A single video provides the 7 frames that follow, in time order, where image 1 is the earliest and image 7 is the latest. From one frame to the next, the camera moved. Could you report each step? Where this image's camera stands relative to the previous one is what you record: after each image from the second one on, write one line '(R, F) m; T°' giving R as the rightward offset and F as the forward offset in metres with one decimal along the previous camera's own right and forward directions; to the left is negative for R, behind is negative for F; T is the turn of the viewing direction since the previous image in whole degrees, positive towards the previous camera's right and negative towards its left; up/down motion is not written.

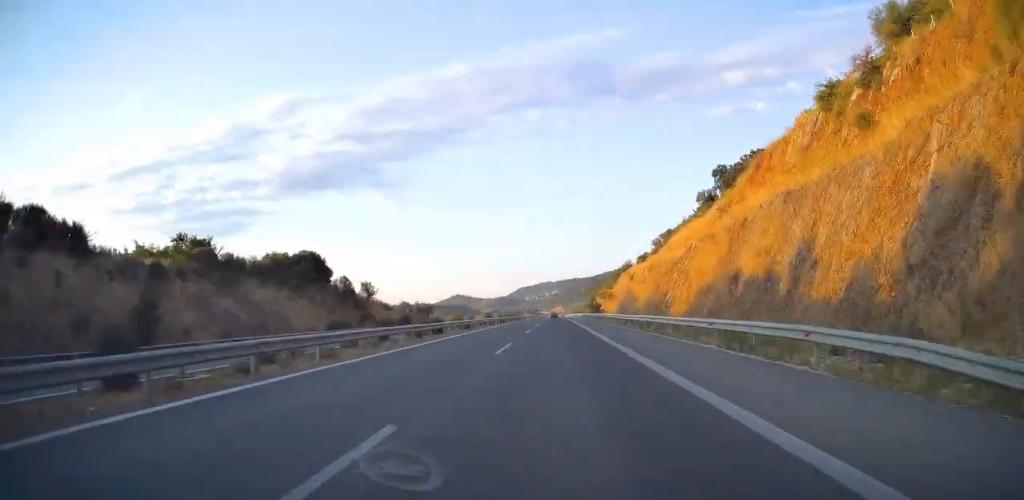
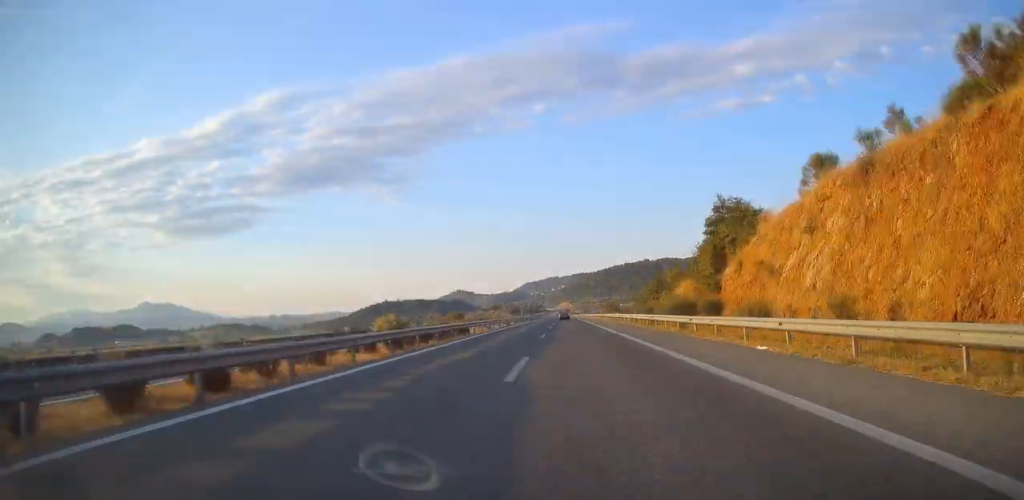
(-0.1, +151.8) m; 0°
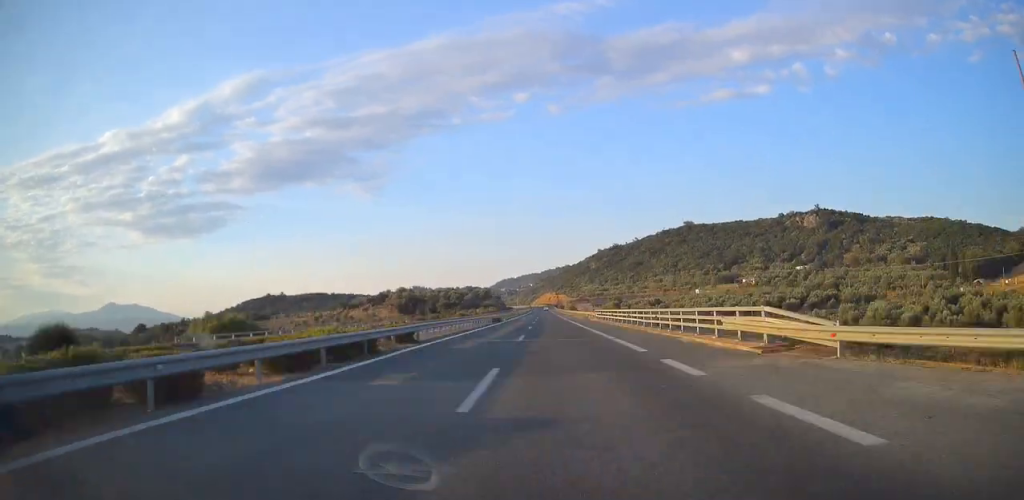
(+5.1, +559.4) m; +1°
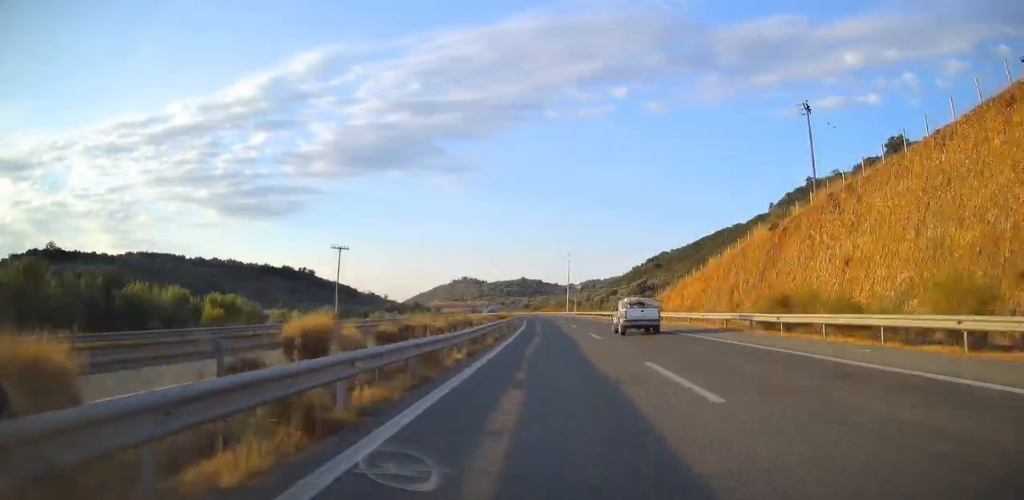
(-32.6, +584.8) m; -11°
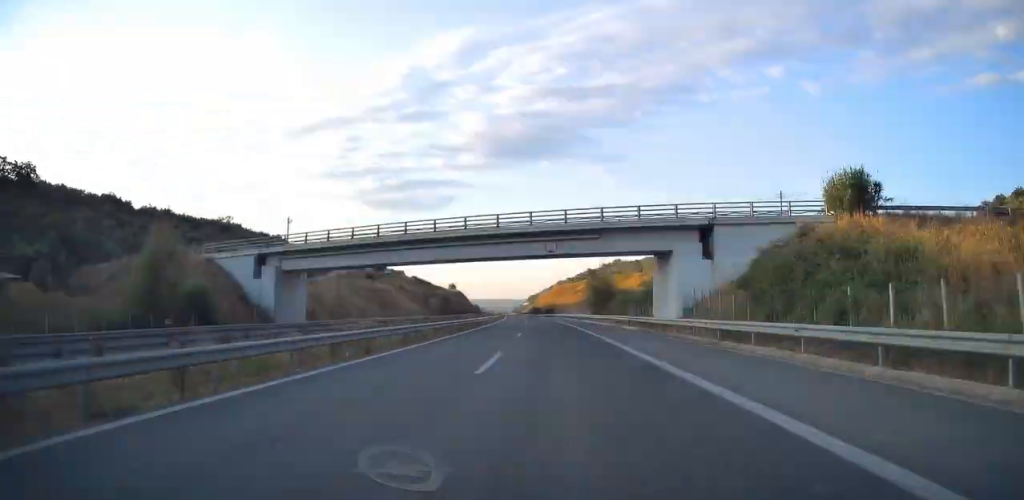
(-44.0, +386.9) m; -11°
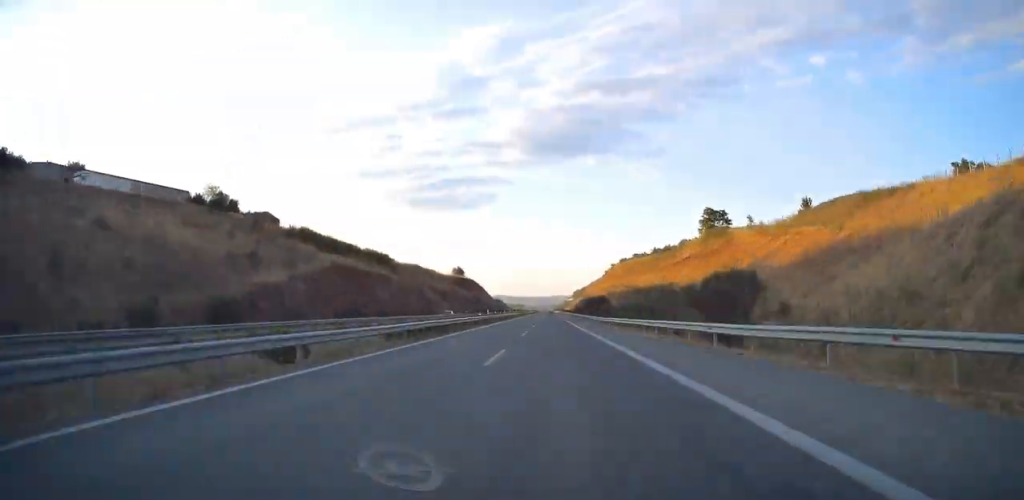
(-10.0, +159.3) m; -3°
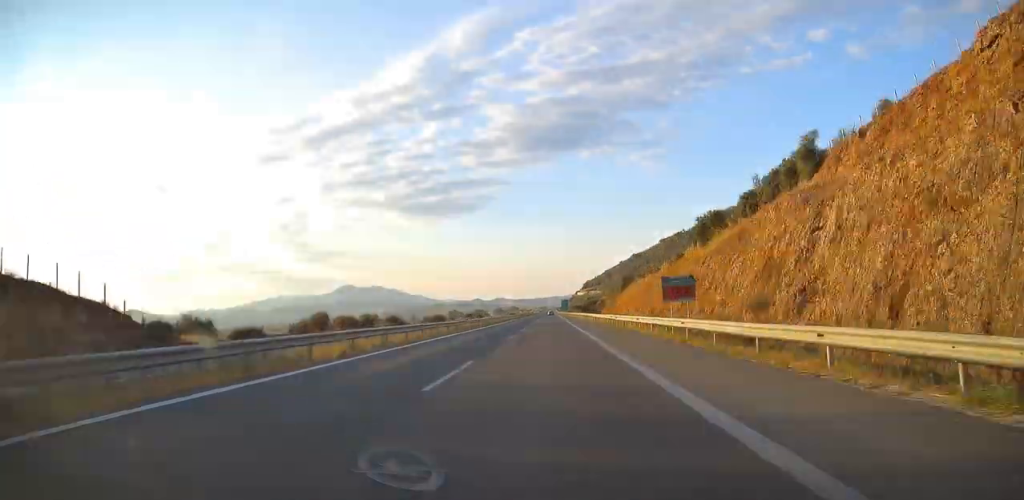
(-9.7, +379.5) m; -2°
